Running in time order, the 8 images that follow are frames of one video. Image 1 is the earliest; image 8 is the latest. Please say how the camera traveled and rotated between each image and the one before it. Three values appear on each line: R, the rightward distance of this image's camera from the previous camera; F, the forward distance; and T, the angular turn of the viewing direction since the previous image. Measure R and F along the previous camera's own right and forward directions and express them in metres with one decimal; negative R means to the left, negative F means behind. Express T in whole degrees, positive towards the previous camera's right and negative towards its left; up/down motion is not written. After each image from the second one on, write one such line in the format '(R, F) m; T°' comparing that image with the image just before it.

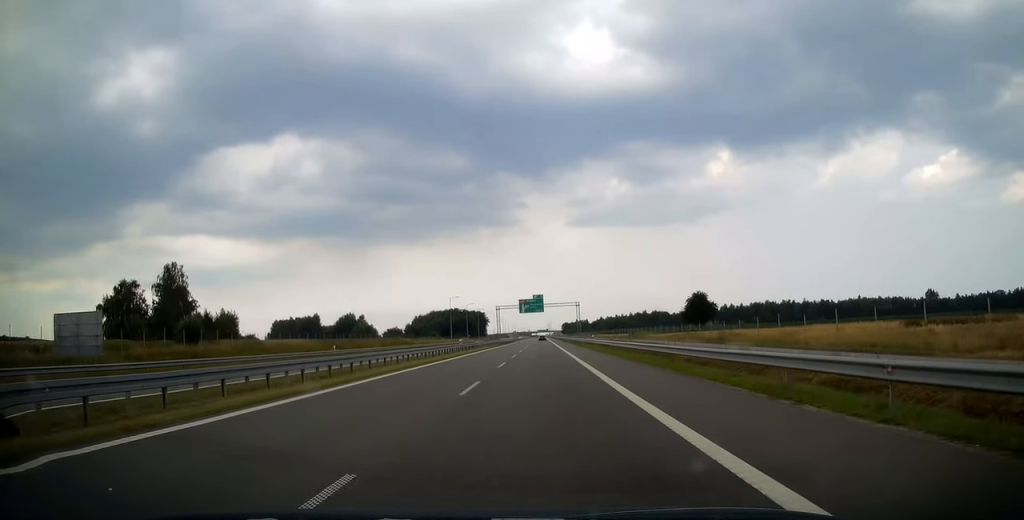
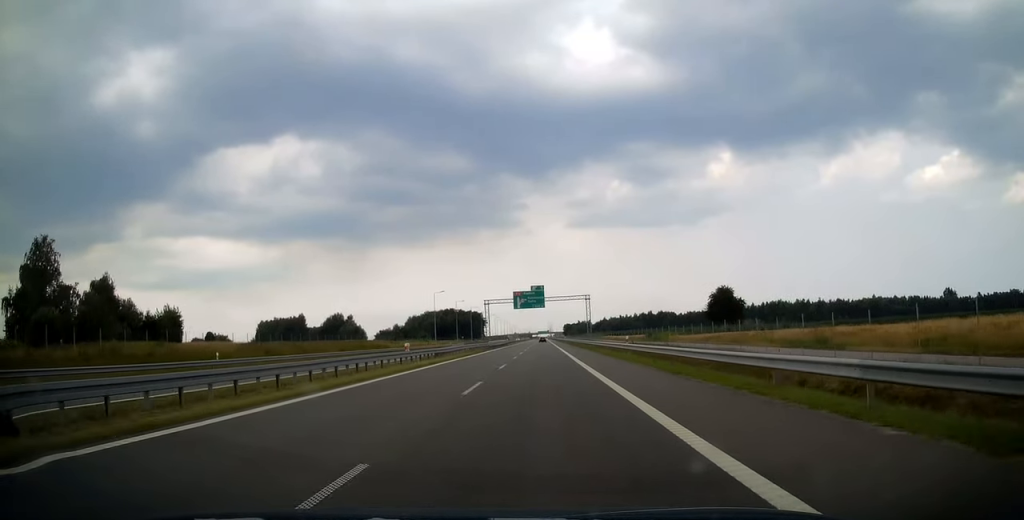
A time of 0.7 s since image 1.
(-0.3, +23.3) m; 0°
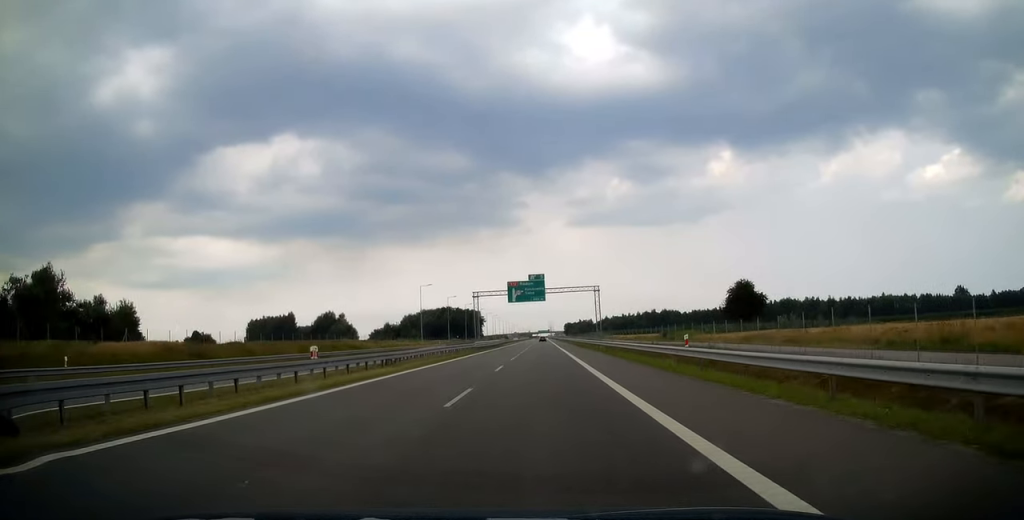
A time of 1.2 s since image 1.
(-0.1, +14.6) m; 0°
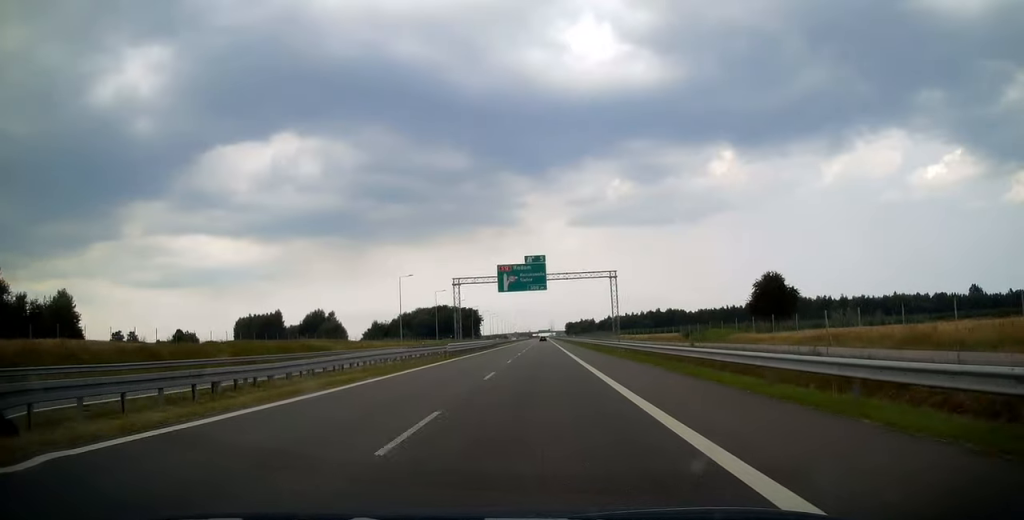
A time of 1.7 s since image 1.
(+0.3, +16.8) m; 0°
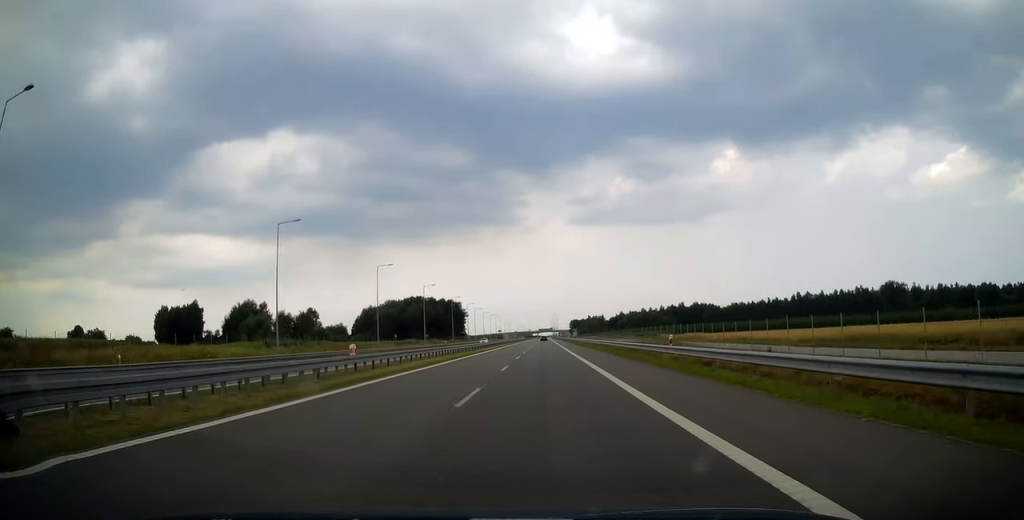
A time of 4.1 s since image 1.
(+0.2, +78.5) m; 0°
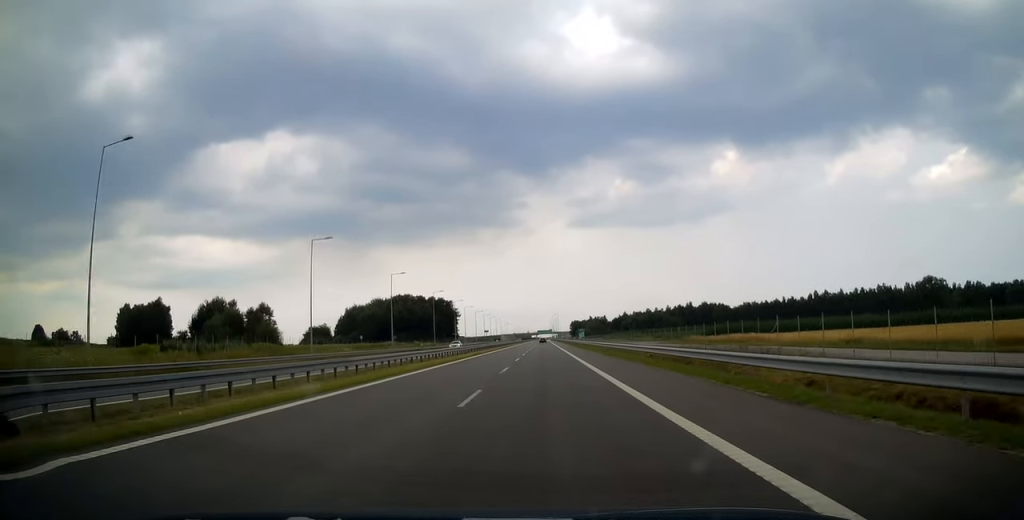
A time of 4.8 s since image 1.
(-0.3, +23.8) m; 0°
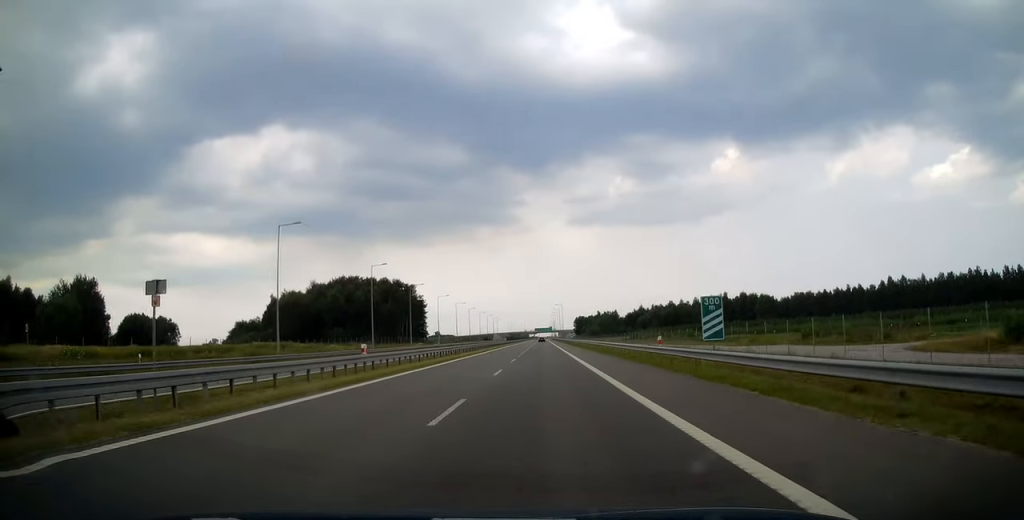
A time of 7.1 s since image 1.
(-0.1, +74.2) m; 0°
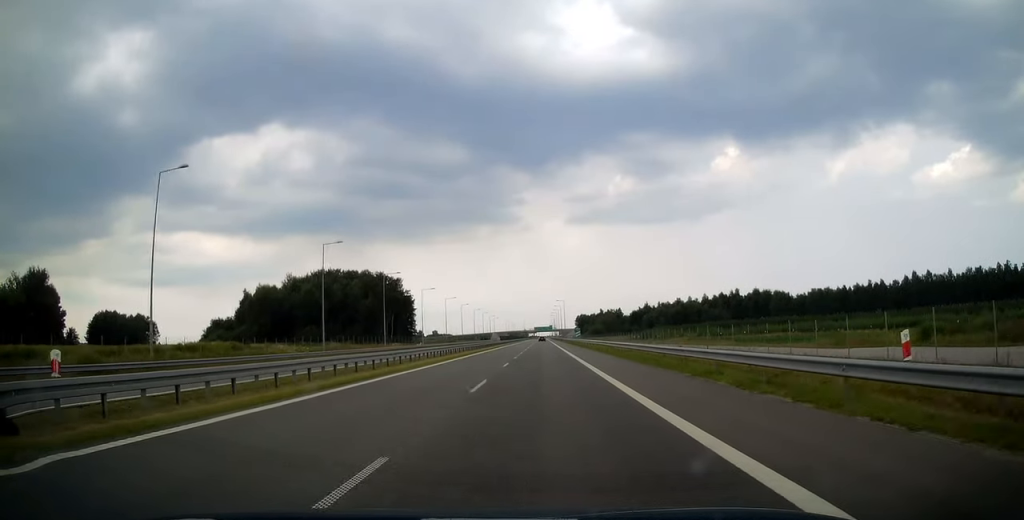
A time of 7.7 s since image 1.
(+0.3, +18.4) m; 0°
